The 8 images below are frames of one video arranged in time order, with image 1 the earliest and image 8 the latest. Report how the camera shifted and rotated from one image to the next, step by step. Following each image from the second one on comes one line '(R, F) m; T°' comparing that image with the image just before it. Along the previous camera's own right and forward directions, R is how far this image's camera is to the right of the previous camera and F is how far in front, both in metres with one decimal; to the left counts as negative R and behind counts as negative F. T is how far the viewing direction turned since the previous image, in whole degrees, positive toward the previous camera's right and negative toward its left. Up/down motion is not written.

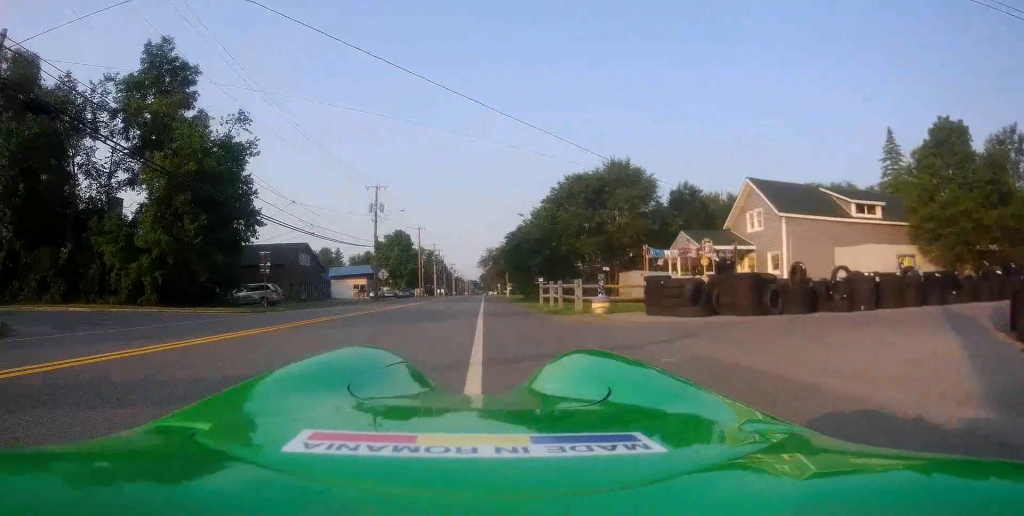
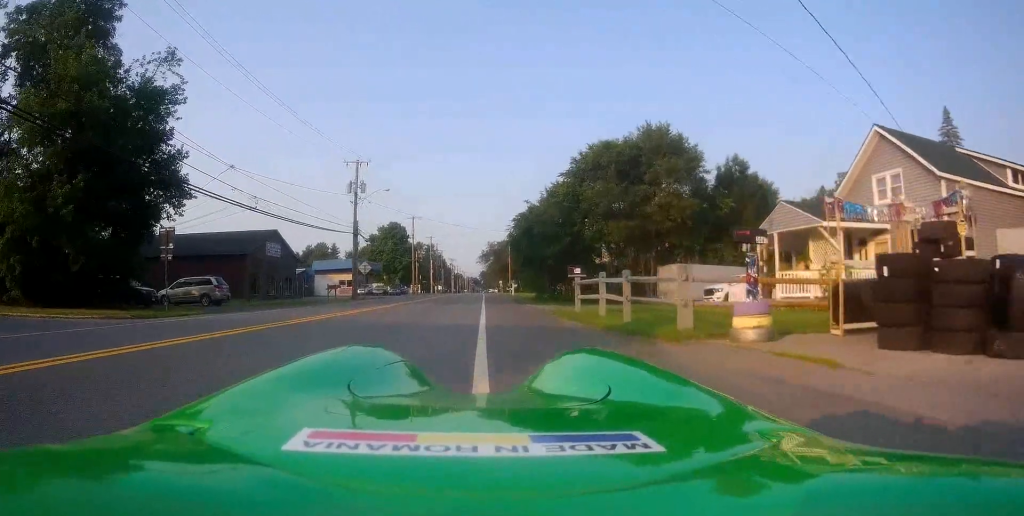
(+0.4, +10.4) m; +2°
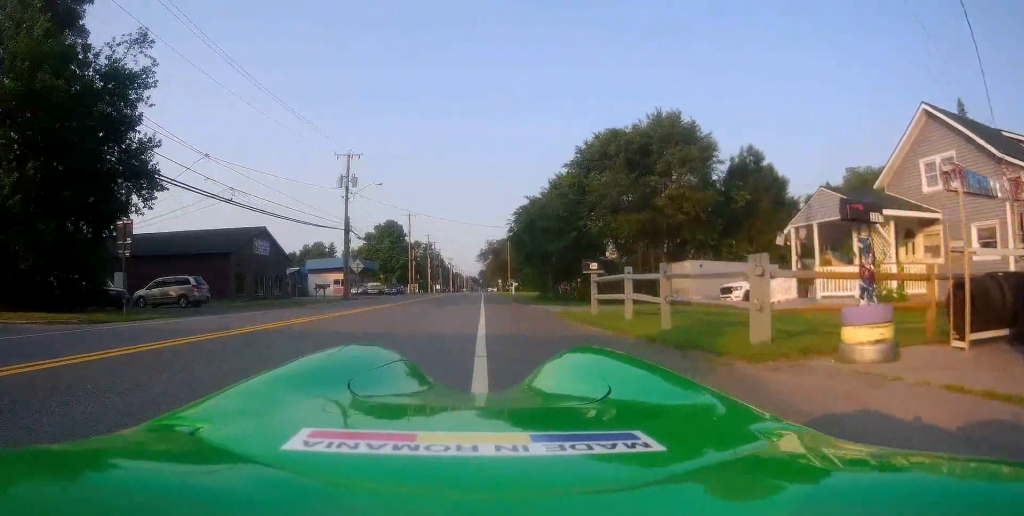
(0.0, +2.9) m; 0°
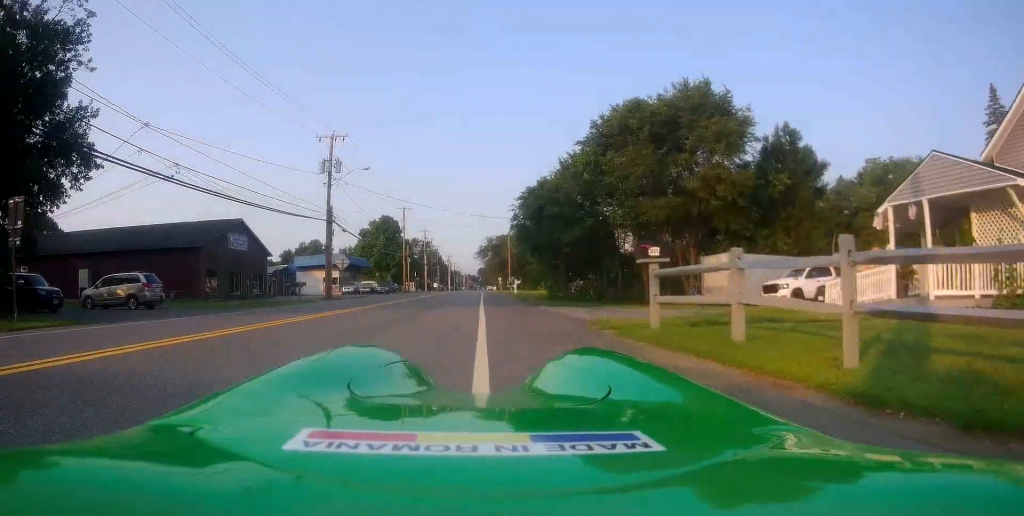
(0.0, +5.2) m; -4°
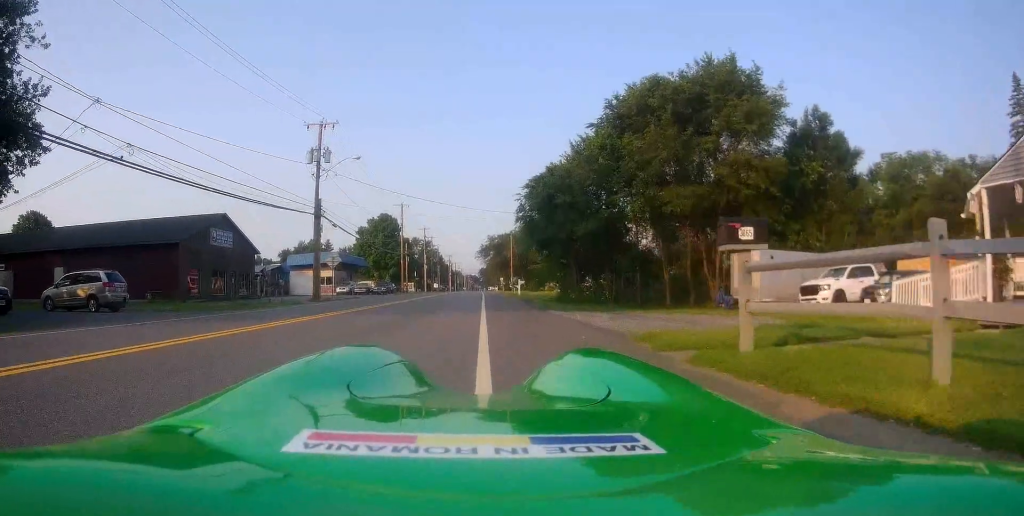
(0.0, +3.5) m; -1°
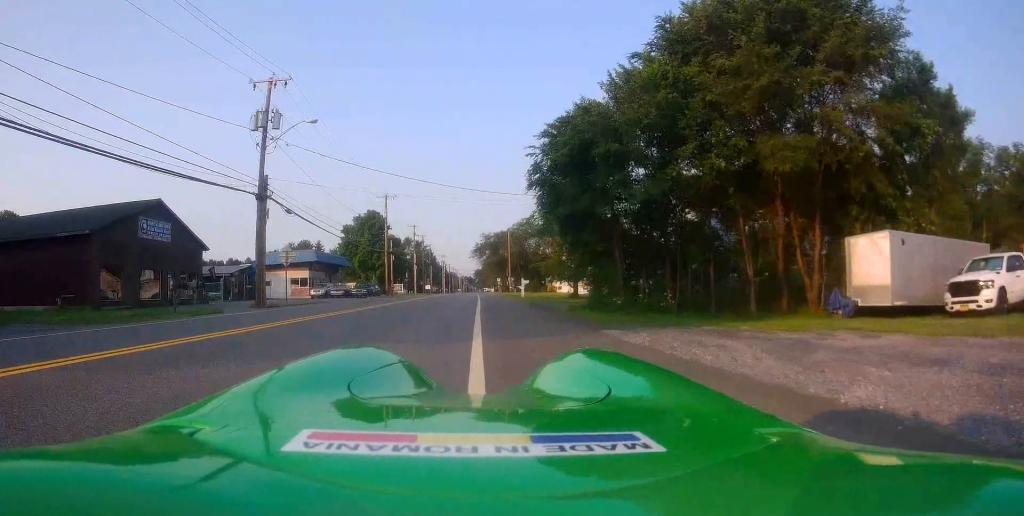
(+0.1, +9.6) m; +2°
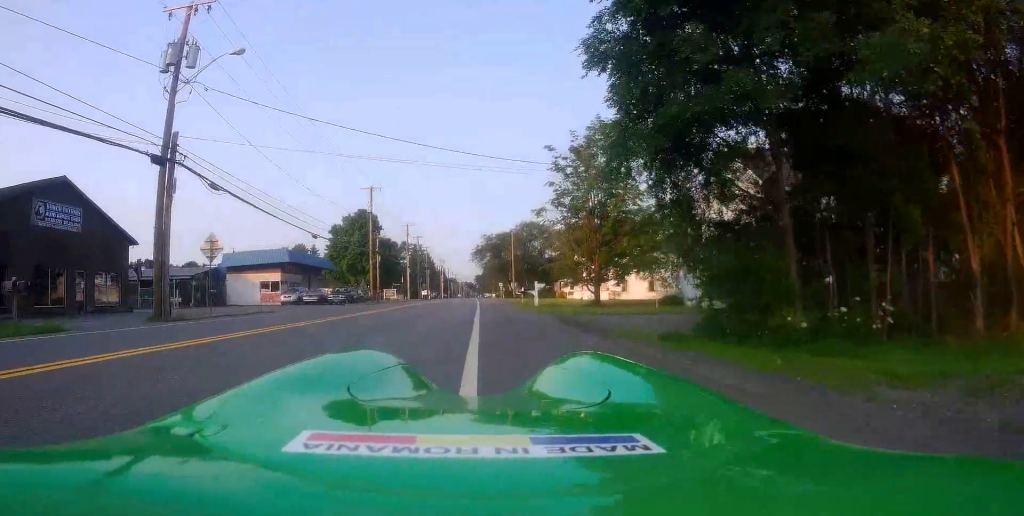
(-0.6, +10.0) m; -5°
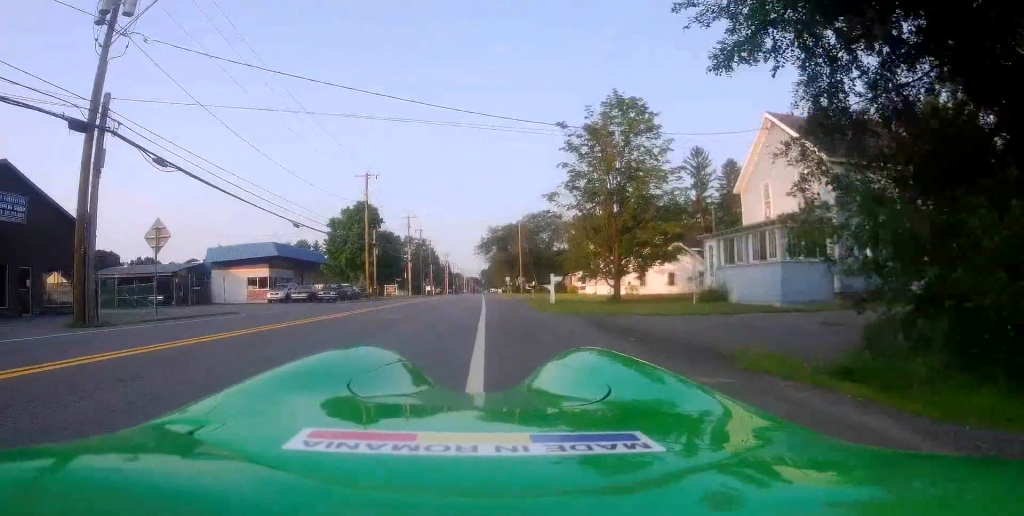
(+0.3, +5.0) m; +3°
